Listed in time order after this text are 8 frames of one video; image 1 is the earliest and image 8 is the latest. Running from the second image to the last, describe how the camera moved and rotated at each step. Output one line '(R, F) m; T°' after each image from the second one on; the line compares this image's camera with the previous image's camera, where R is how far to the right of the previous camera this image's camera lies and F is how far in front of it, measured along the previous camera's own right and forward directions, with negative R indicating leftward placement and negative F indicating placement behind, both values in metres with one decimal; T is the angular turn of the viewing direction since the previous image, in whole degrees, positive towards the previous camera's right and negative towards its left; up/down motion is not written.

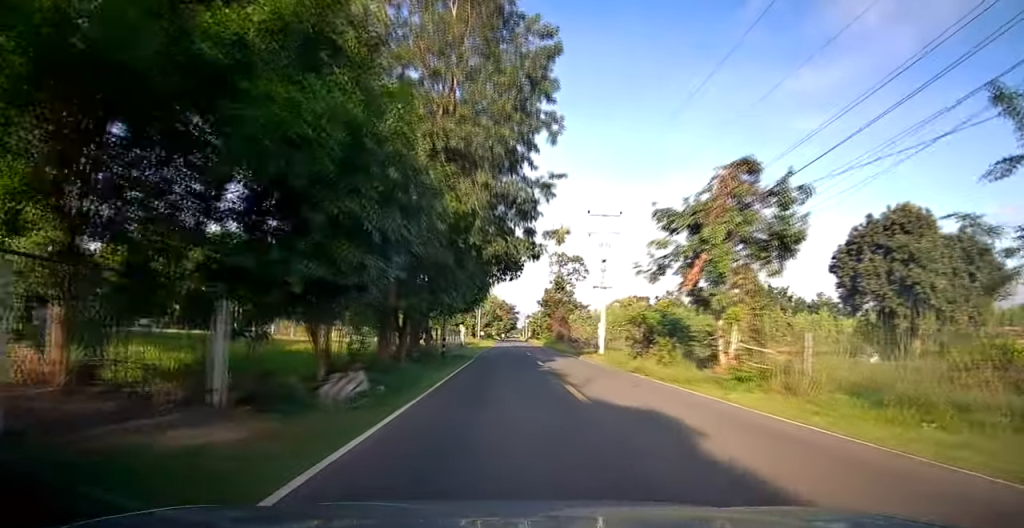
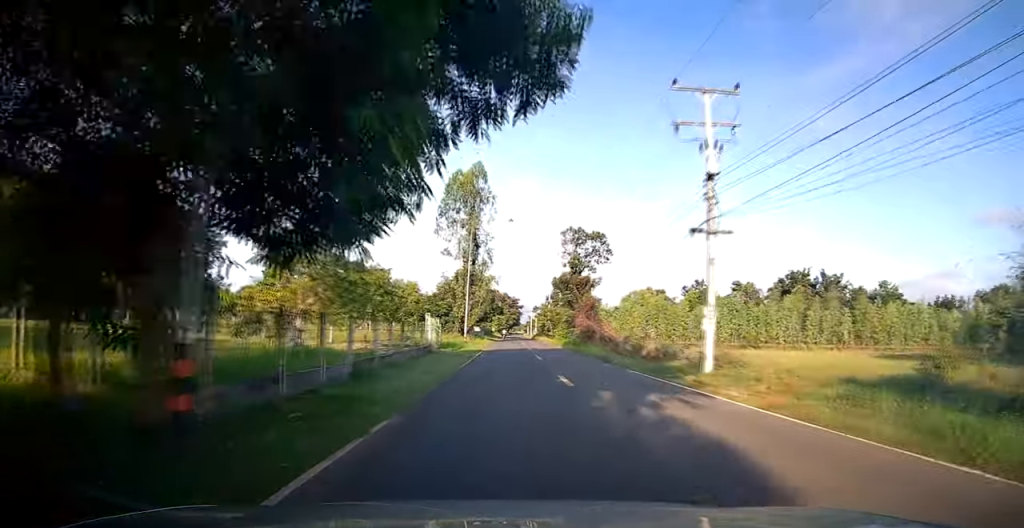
(+0.1, +21.5) m; 0°
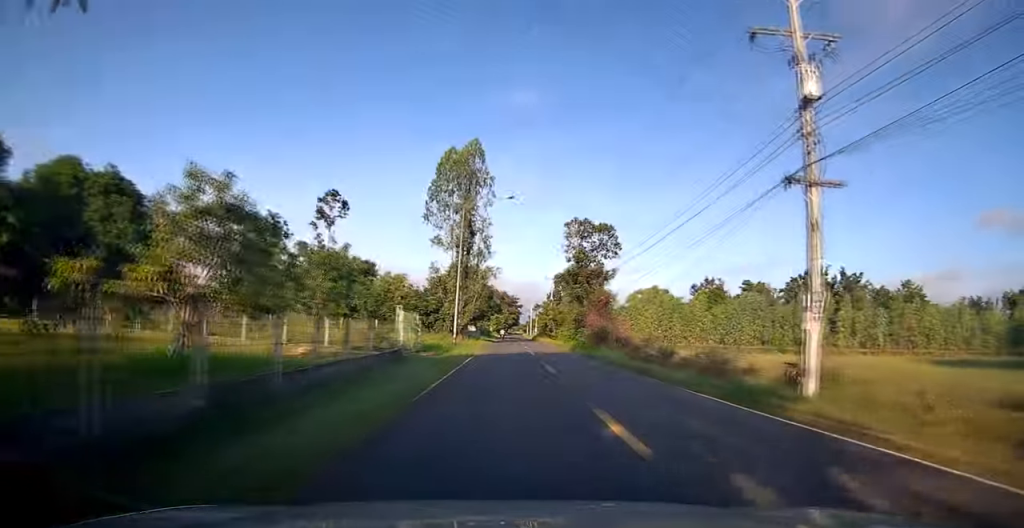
(0.0, +7.0) m; 0°
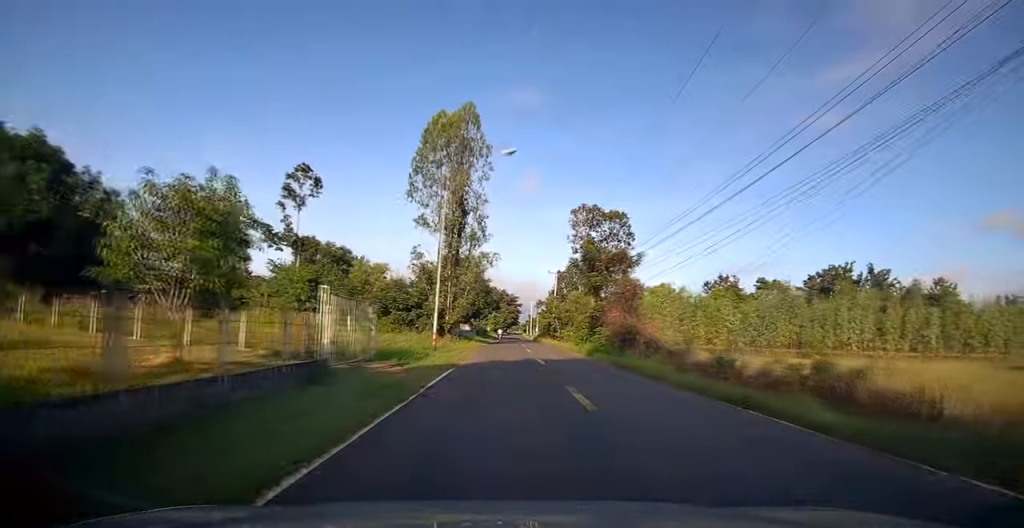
(-0.1, +8.6) m; 0°
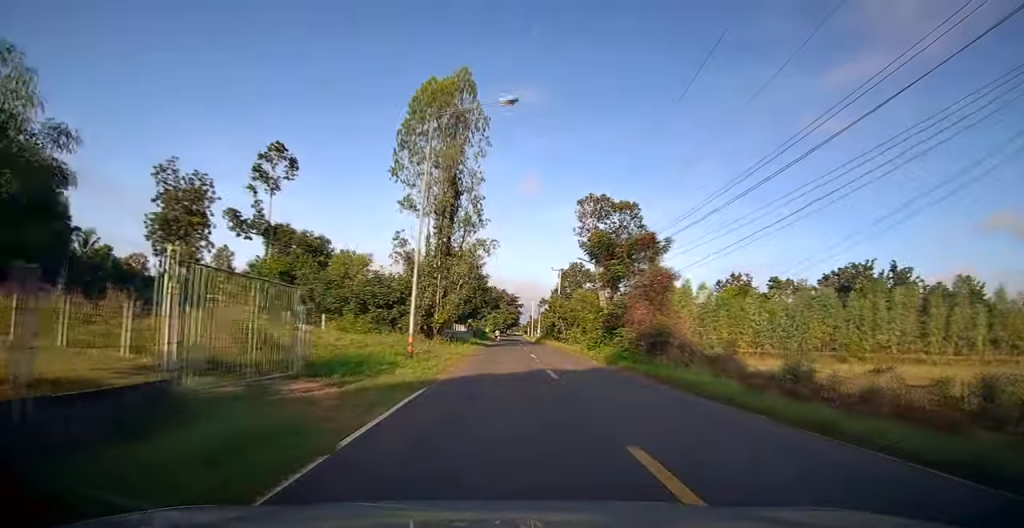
(0.0, +6.2) m; 0°
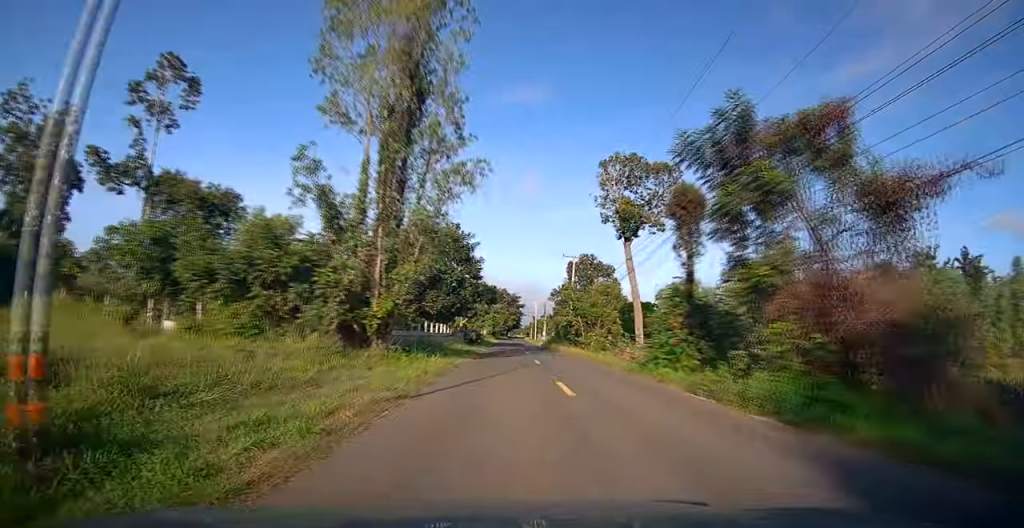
(+0.2, +15.6) m; +1°
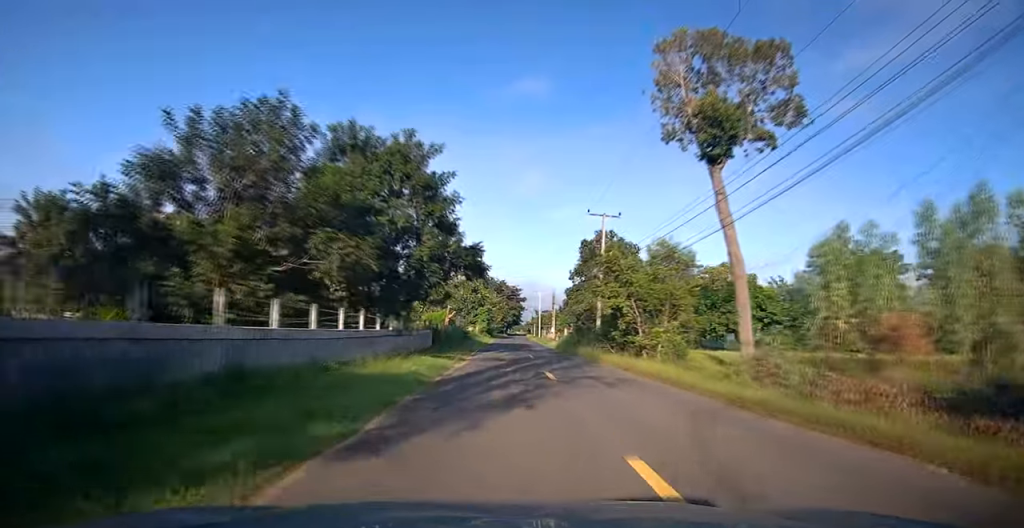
(+0.1, +20.8) m; 0°
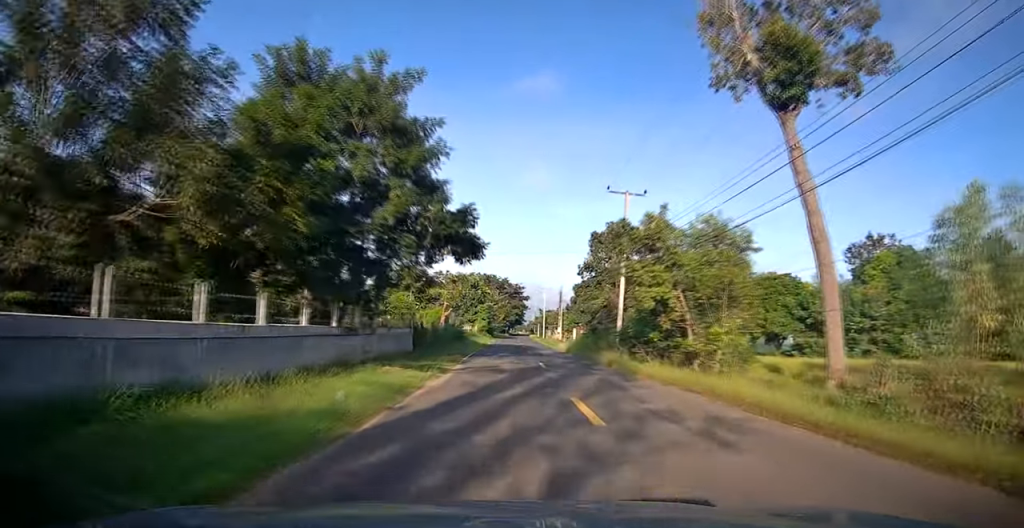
(+0.1, +7.0) m; 0°
